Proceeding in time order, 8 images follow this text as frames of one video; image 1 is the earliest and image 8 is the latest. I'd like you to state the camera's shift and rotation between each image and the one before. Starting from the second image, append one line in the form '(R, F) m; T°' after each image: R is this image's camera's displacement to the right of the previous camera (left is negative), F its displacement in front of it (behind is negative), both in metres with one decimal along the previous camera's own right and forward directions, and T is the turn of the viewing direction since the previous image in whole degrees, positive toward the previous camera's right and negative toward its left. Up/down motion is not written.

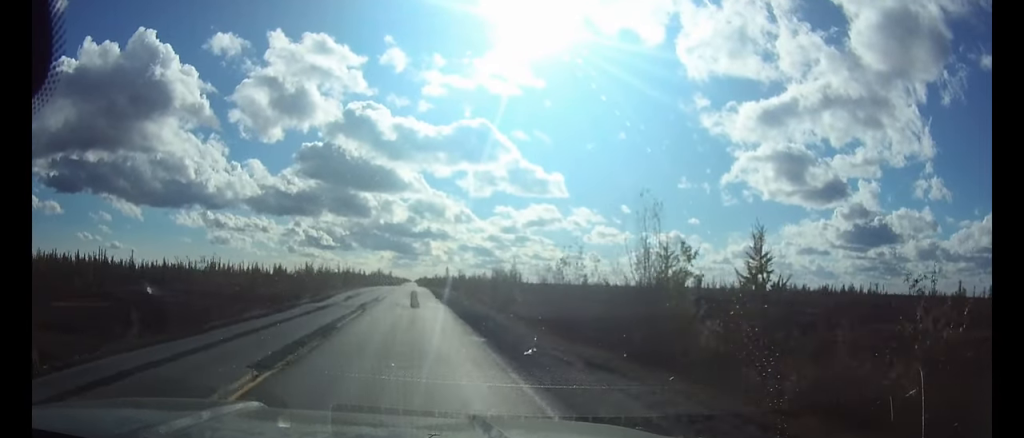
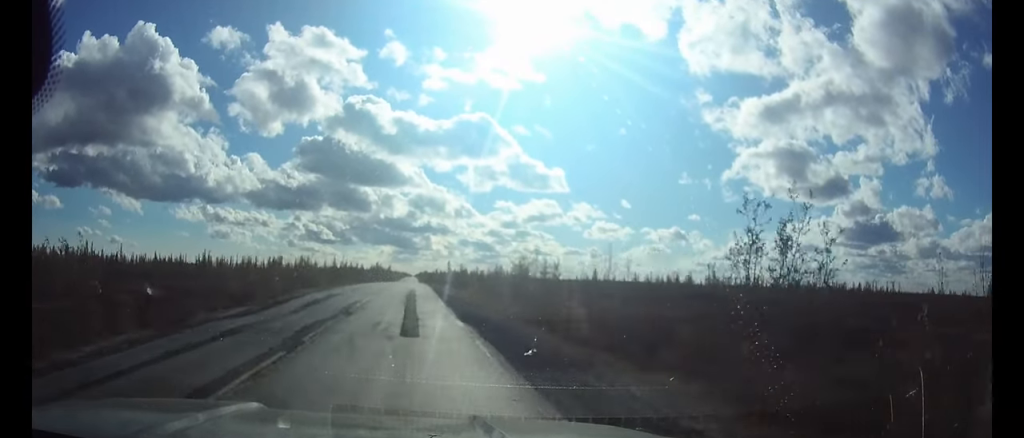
(0.0, +12.9) m; 0°
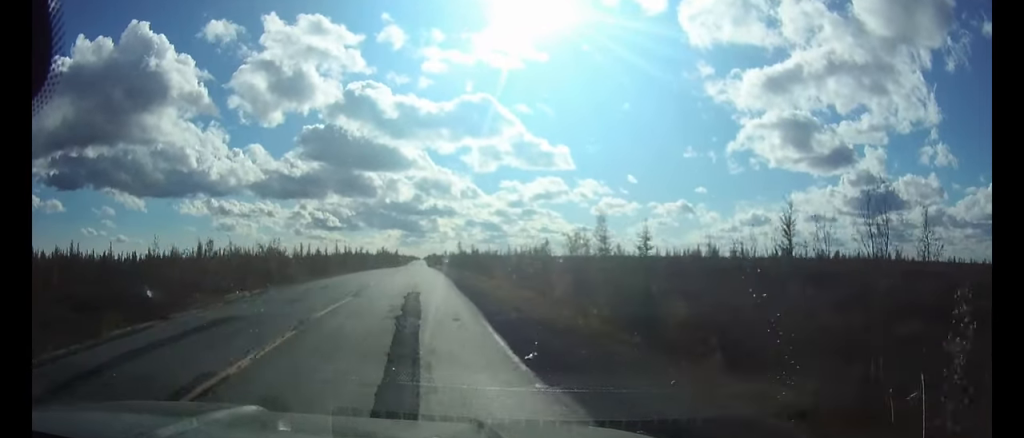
(0.0, +18.9) m; 0°
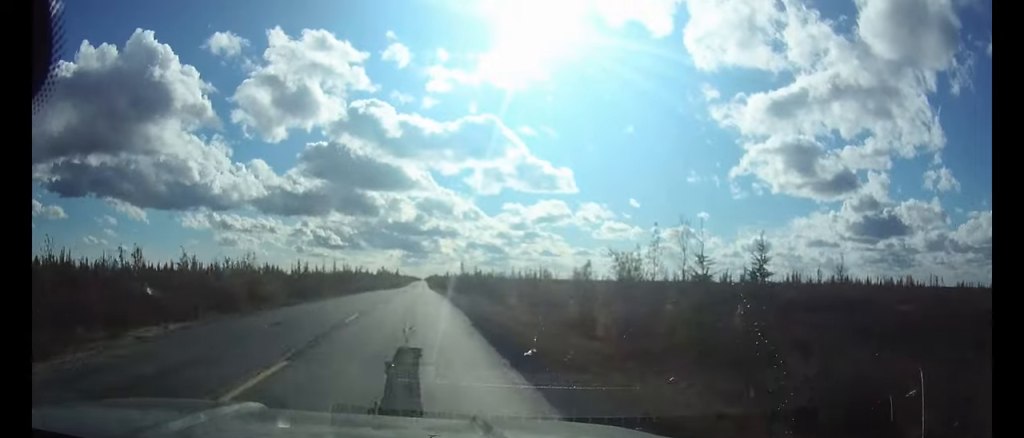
(0.0, +10.4) m; 0°
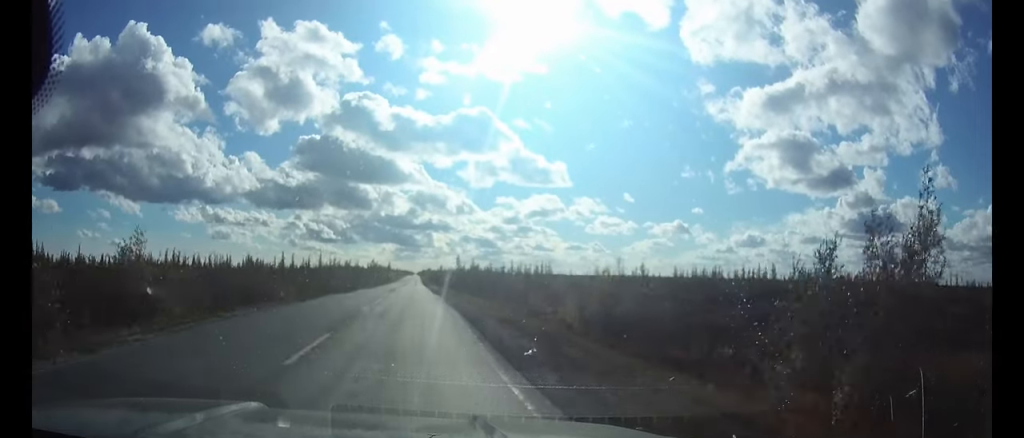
(0.0, +21.5) m; 0°
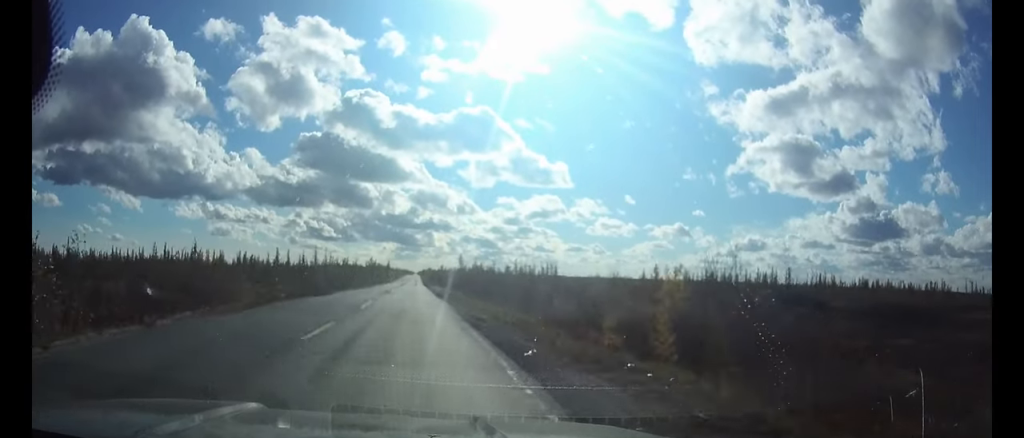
(0.0, +12.7) m; 0°
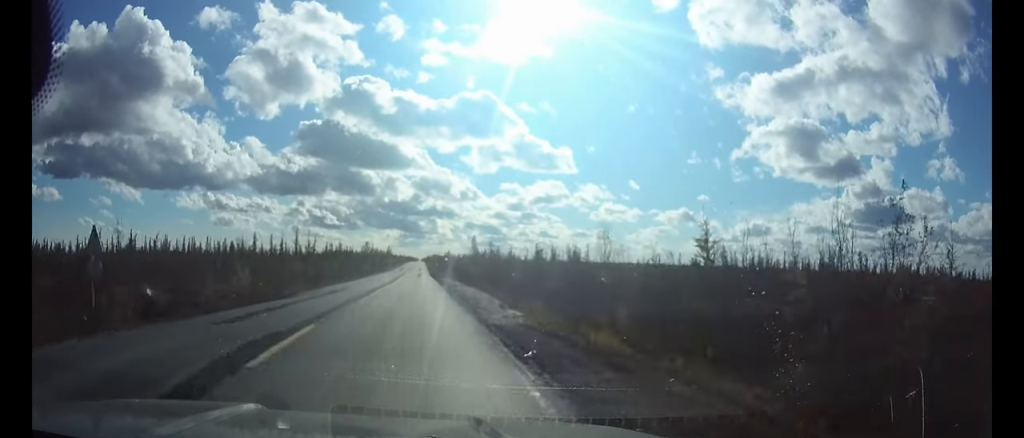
(0.0, +39.5) m; 0°
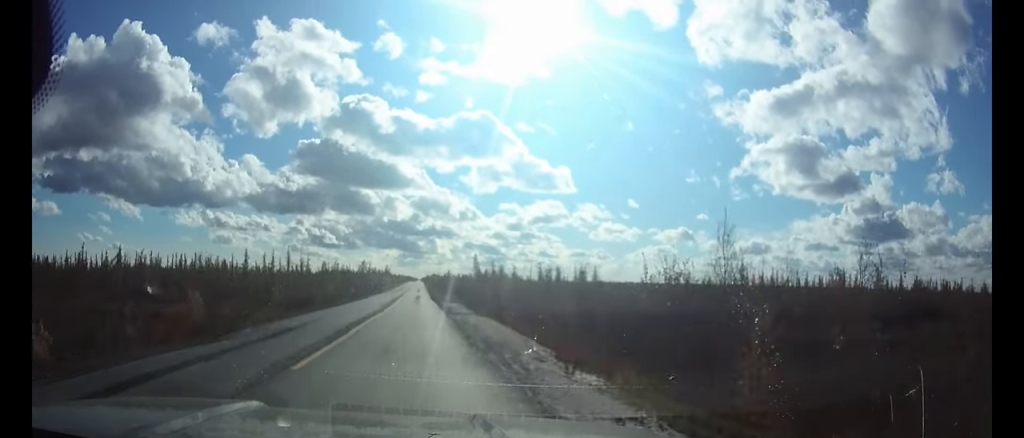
(0.0, +10.0) m; 0°
